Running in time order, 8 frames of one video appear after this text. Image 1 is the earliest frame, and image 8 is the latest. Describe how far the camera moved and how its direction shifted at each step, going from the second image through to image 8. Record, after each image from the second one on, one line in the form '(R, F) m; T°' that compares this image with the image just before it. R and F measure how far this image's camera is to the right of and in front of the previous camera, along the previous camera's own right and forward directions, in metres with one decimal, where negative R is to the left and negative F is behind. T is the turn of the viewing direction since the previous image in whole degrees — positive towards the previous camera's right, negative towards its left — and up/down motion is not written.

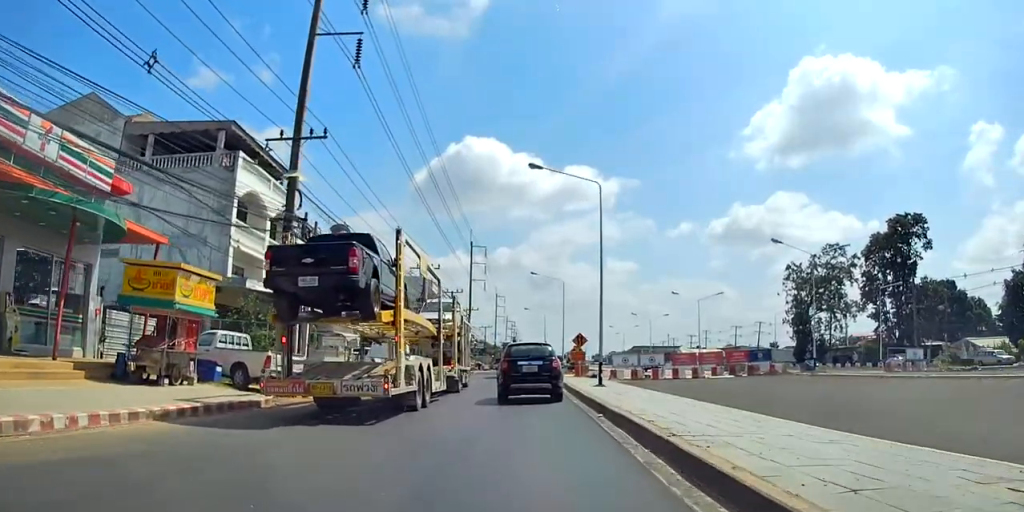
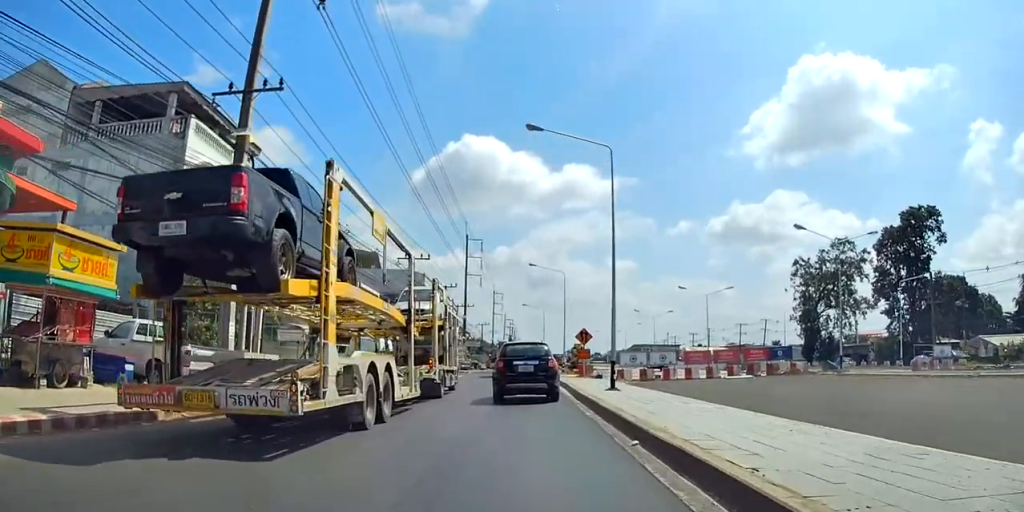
(+0.1, +5.0) m; 0°
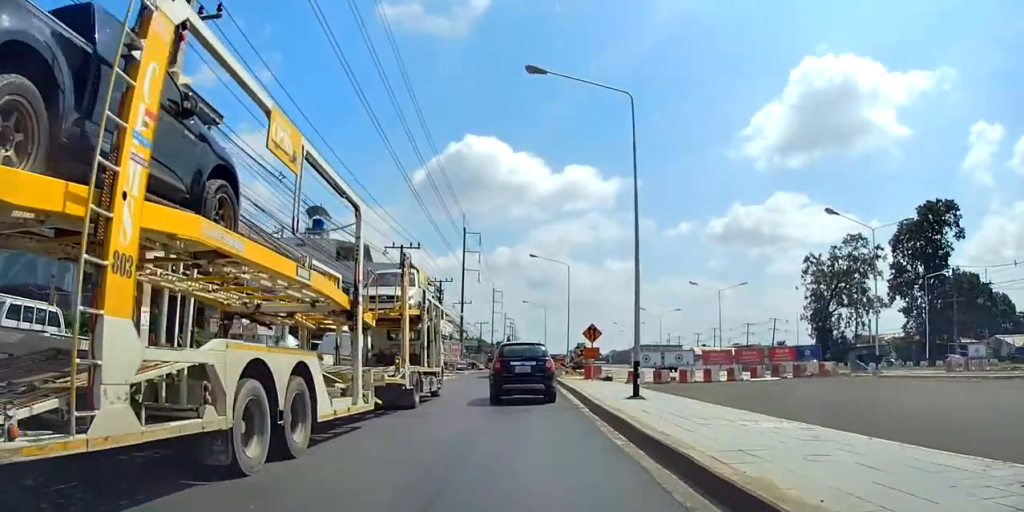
(-0.2, +5.4) m; -2°
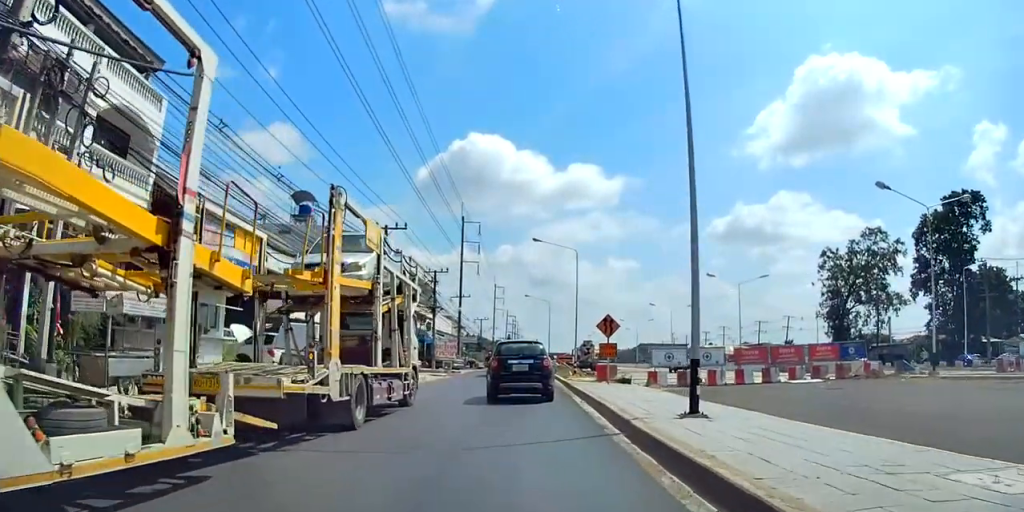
(0.0, +6.6) m; -2°
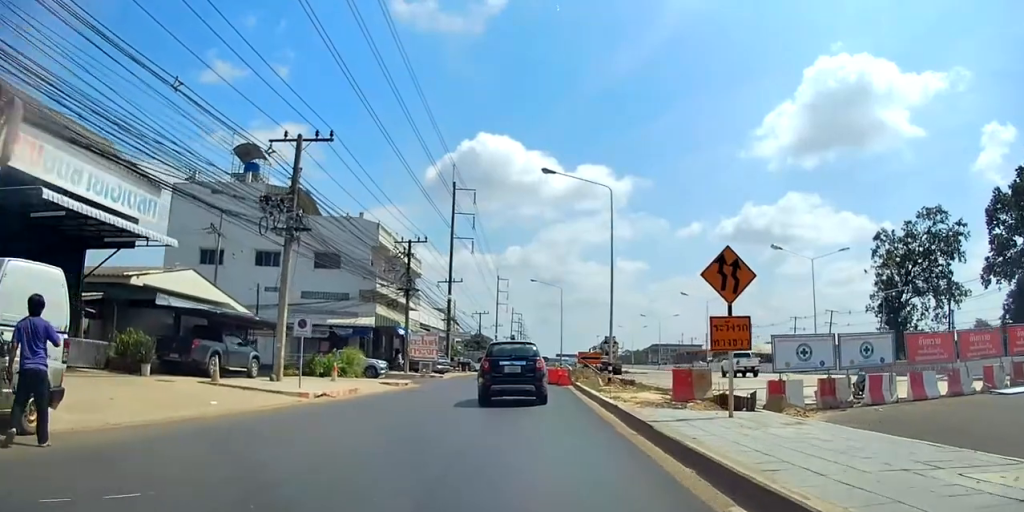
(-0.8, +17.3) m; -4°
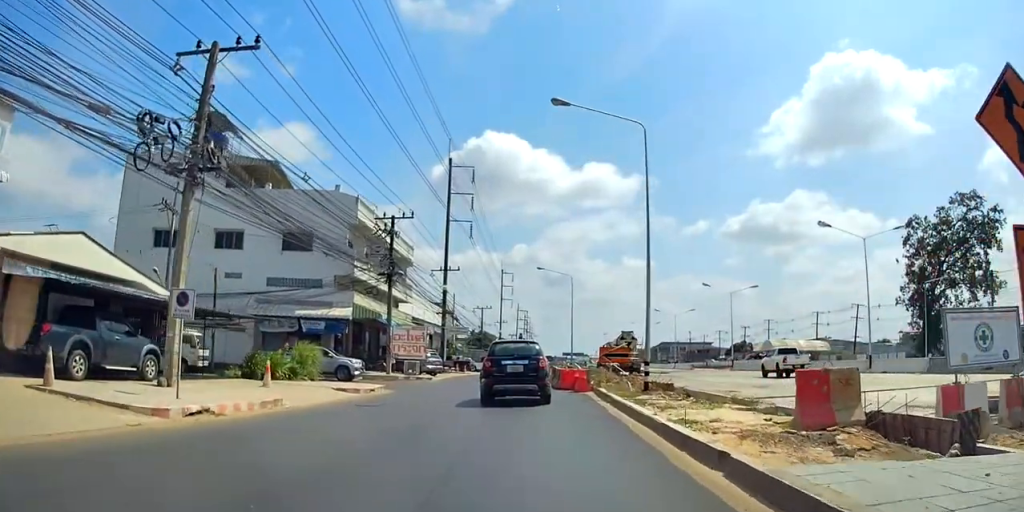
(0.0, +8.1) m; +2°
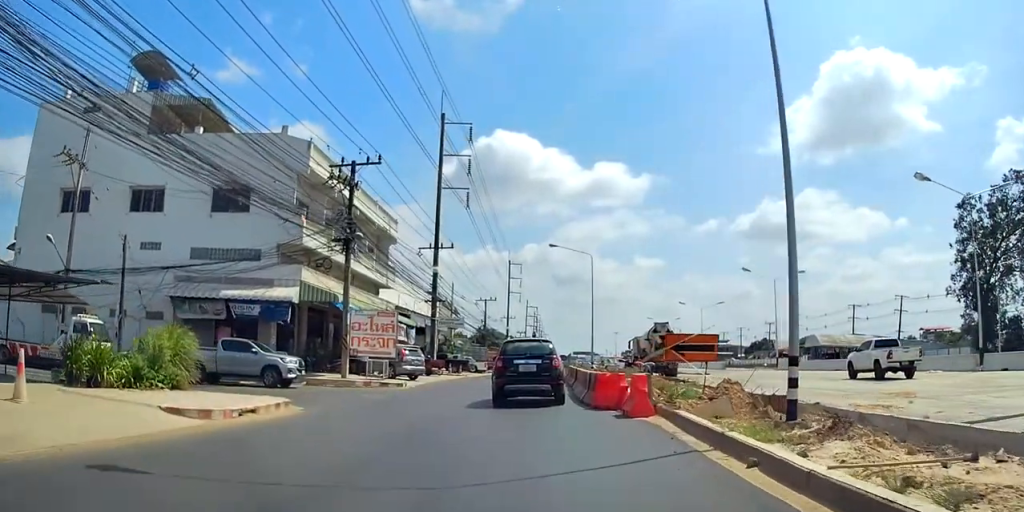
(+0.6, +11.3) m; +3°
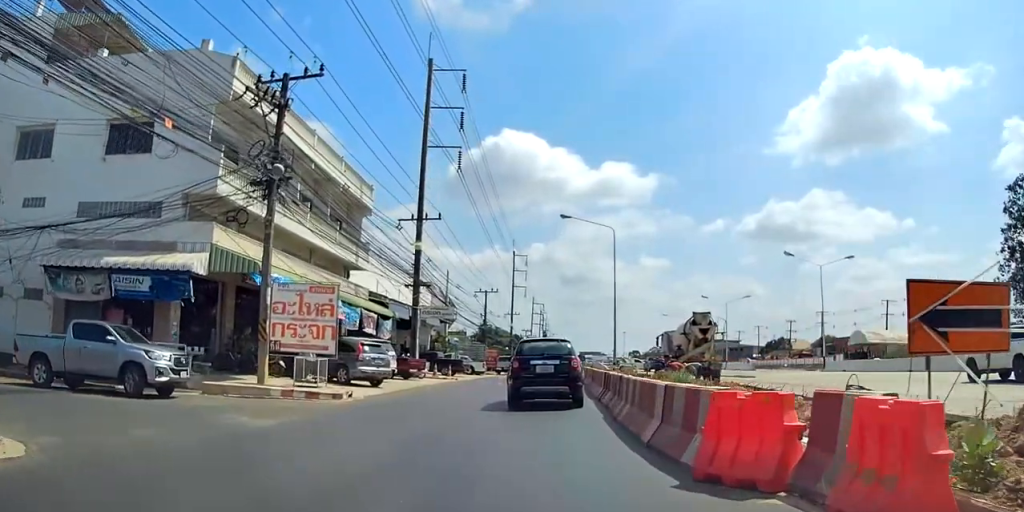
(-0.3, +9.3) m; -4°
